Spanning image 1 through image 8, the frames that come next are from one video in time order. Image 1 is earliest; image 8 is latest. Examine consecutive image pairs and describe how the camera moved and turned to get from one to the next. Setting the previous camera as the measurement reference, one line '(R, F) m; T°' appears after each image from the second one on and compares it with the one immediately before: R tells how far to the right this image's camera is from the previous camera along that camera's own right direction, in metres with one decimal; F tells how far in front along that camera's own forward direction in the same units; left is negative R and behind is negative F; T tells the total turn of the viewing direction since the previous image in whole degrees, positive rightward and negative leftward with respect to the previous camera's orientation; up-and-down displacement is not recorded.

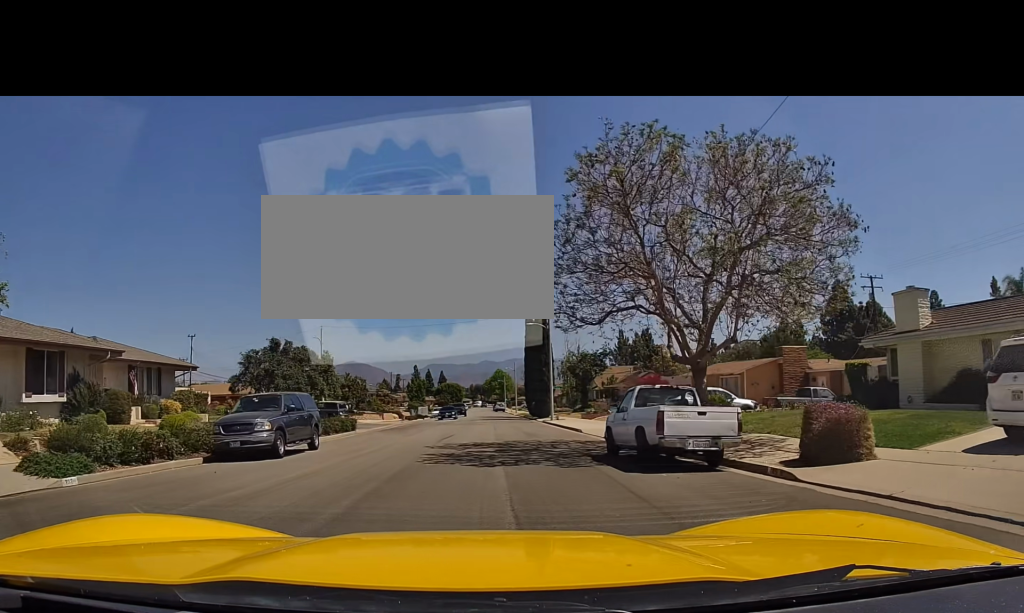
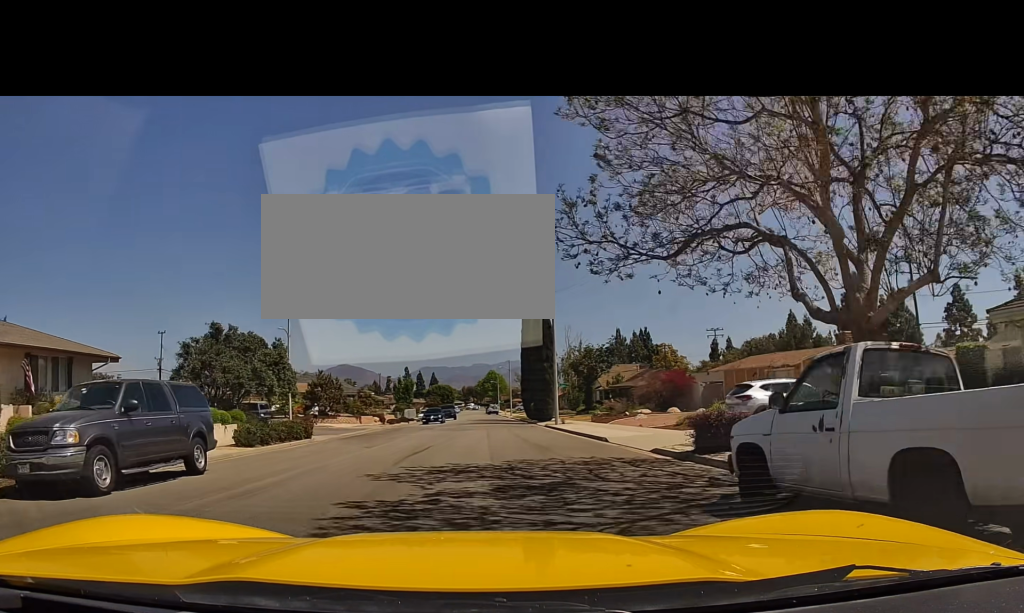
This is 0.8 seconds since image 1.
(-0.4, +7.7) m; -1°
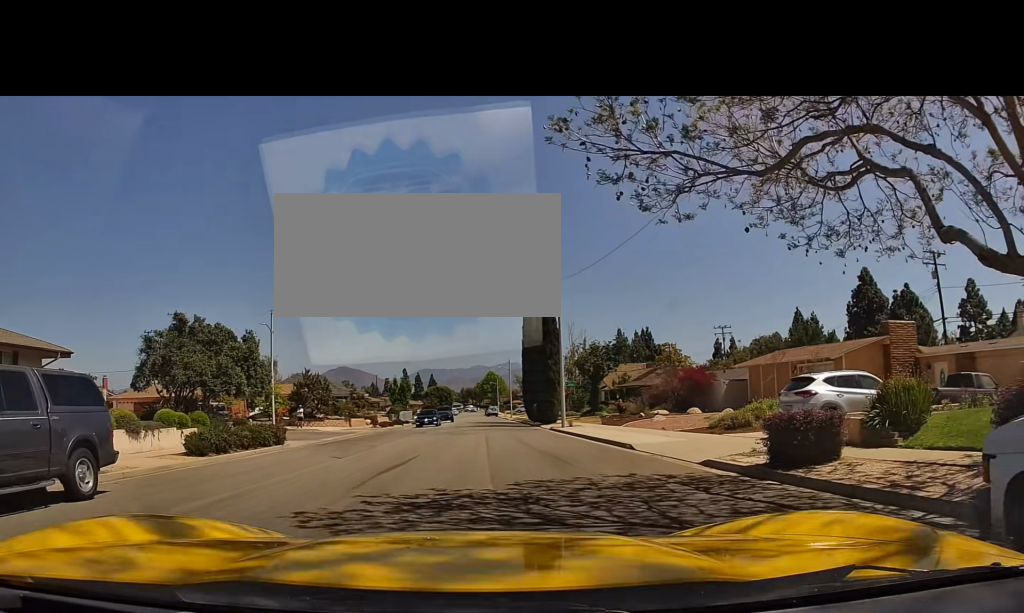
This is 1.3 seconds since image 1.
(-0.1, +4.3) m; 0°
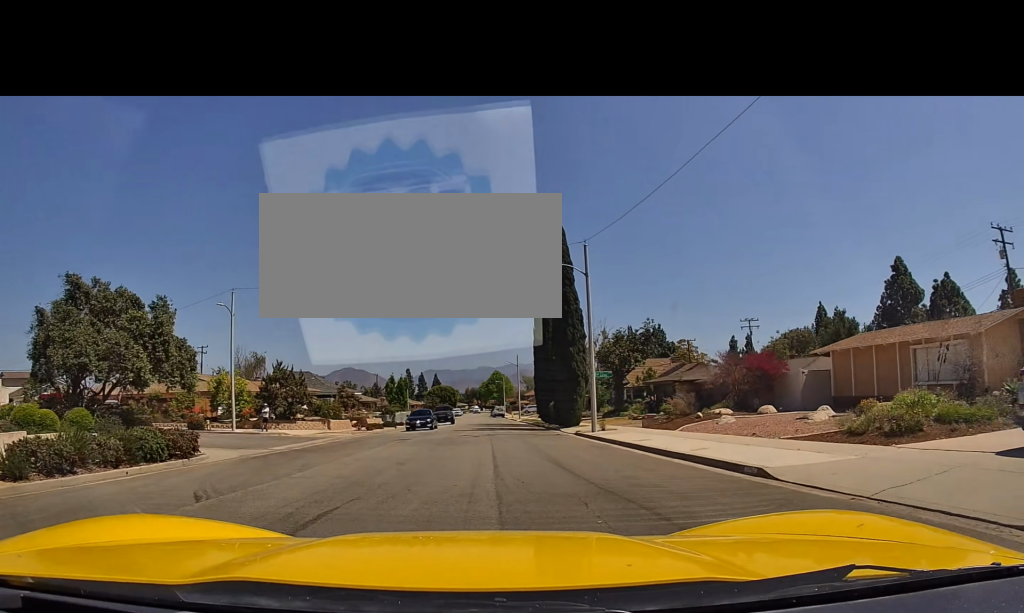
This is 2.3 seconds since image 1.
(+0.5, +9.8) m; +6°
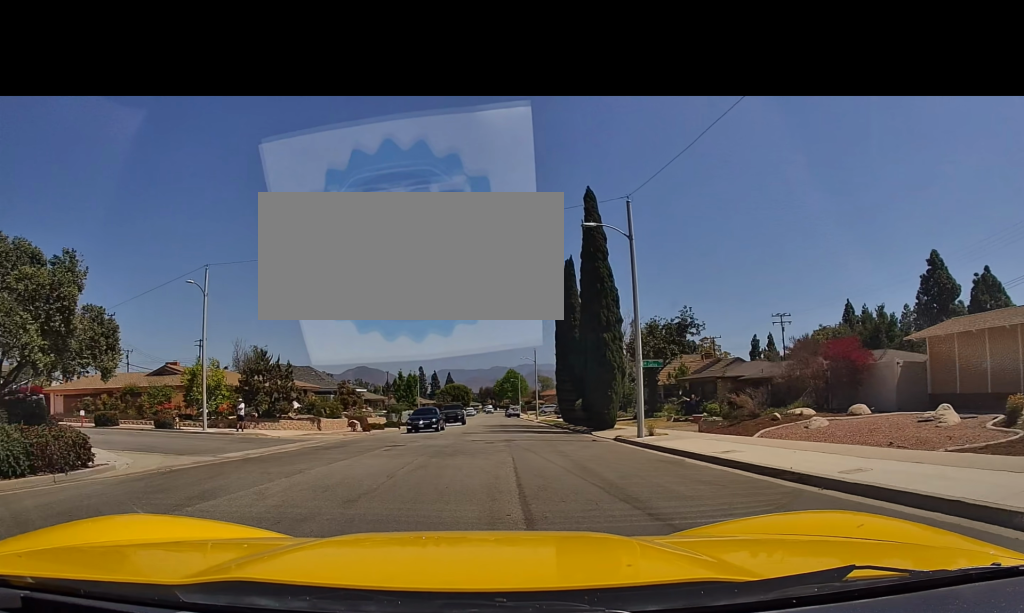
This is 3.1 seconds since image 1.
(+0.4, +6.9) m; +3°
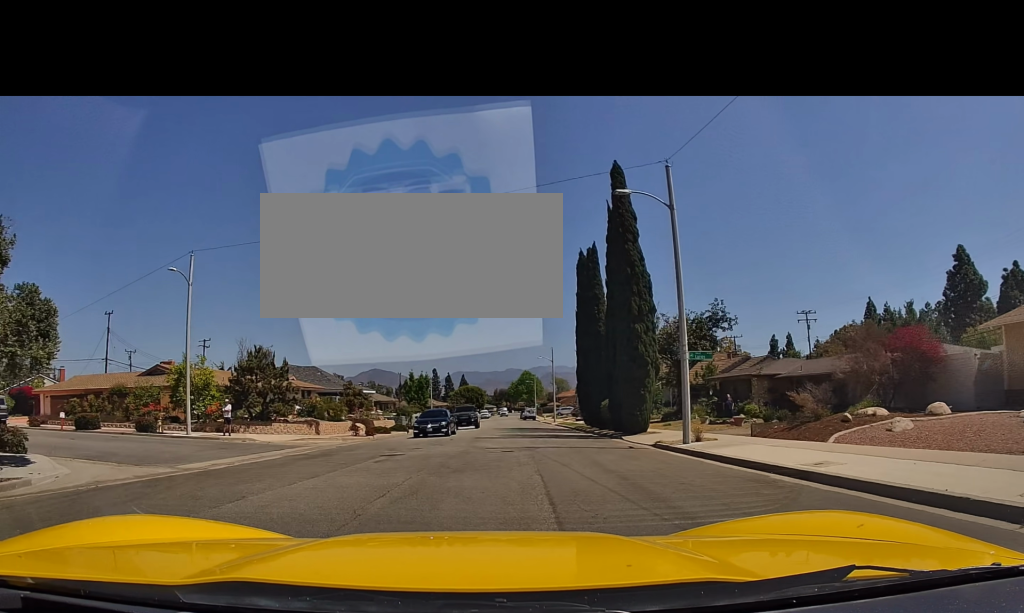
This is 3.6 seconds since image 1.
(0.0, +3.9) m; -4°
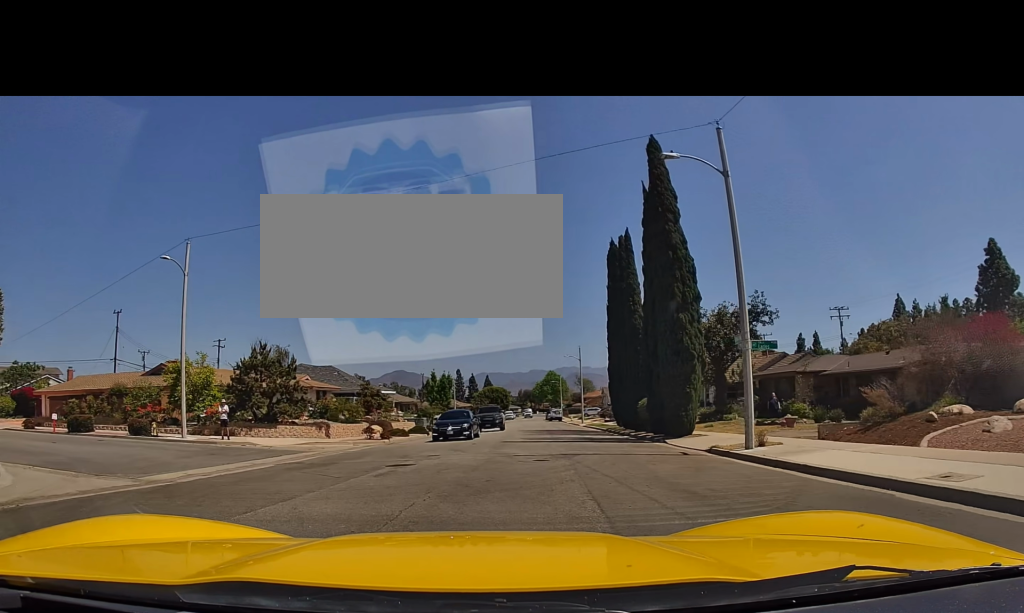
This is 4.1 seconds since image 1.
(+0.2, +3.1) m; -3°
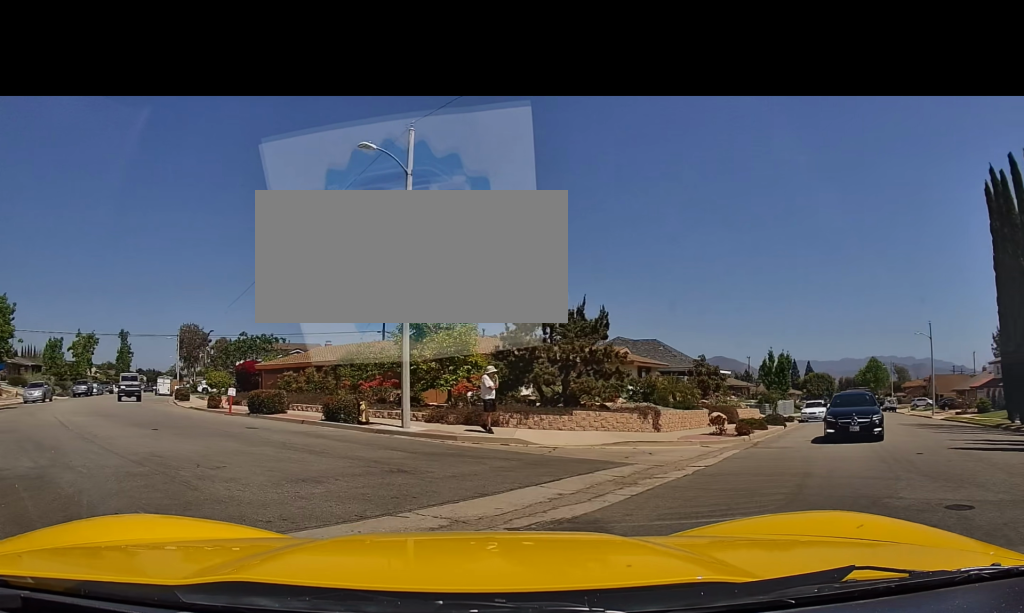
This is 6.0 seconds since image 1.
(-1.1, +13.2) m; -14°
